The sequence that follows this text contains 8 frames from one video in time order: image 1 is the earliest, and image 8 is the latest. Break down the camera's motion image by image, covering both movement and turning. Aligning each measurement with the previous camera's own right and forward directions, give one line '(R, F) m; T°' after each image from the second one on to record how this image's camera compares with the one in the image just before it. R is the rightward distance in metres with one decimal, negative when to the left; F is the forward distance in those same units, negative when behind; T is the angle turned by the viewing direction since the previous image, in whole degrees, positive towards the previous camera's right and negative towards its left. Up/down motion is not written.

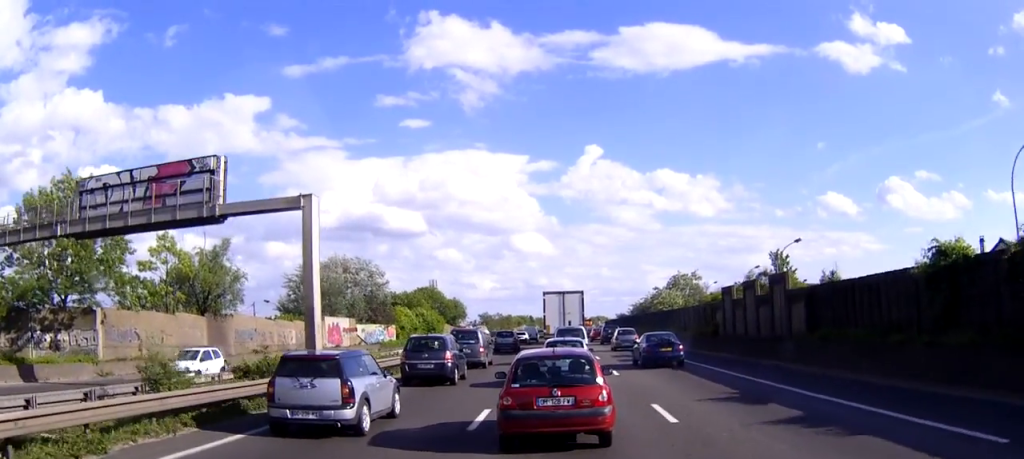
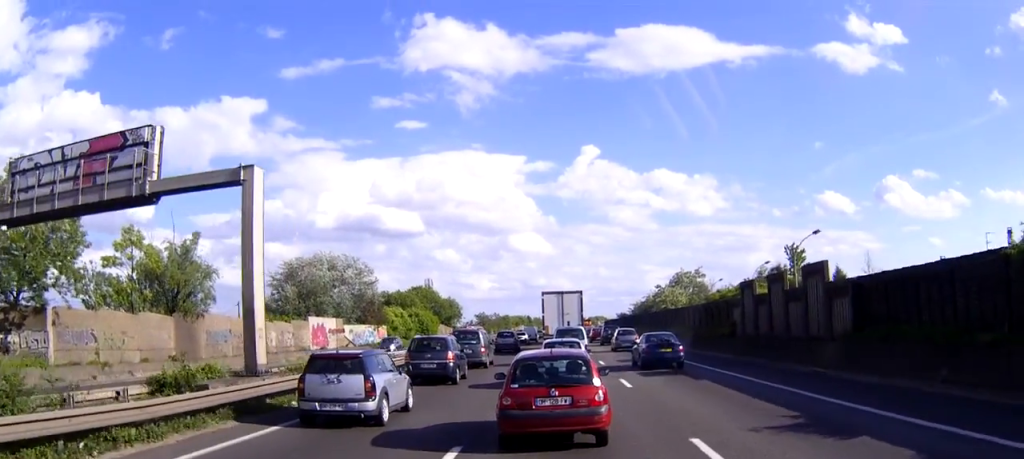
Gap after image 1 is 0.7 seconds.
(0.0, +4.7) m; -1°
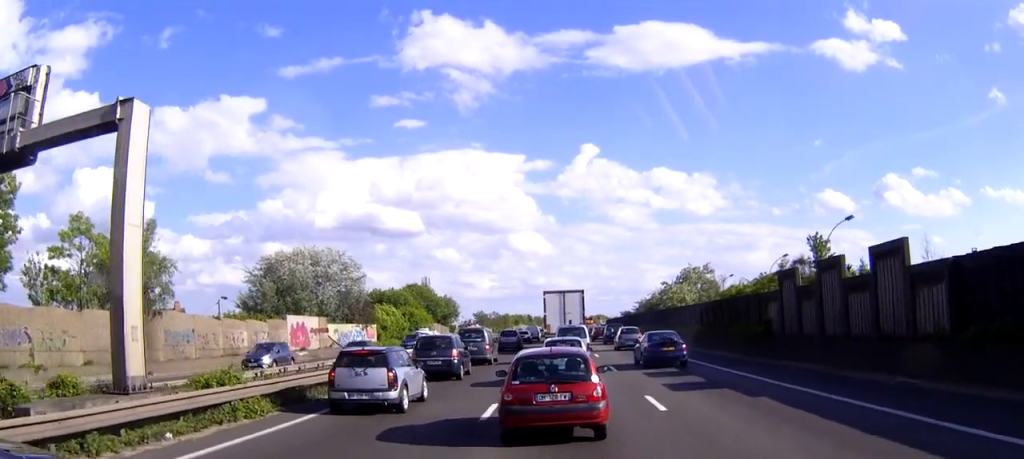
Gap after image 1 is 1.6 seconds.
(-0.1, +6.3) m; 0°
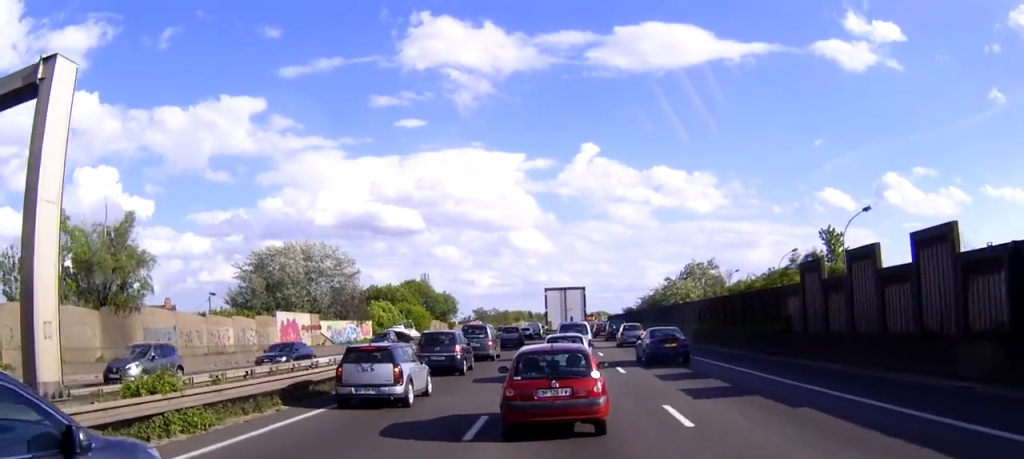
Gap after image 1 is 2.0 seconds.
(0.0, +2.8) m; 0°
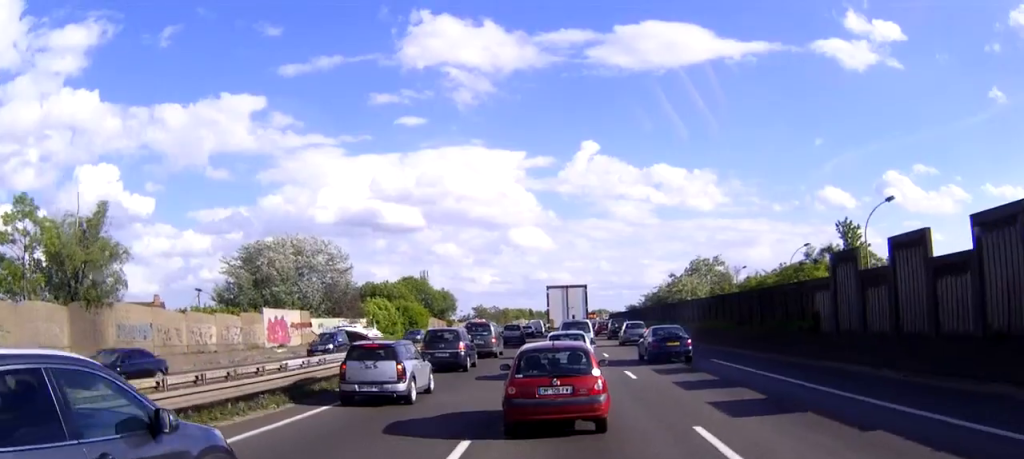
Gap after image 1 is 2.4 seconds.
(0.0, +3.3) m; +1°
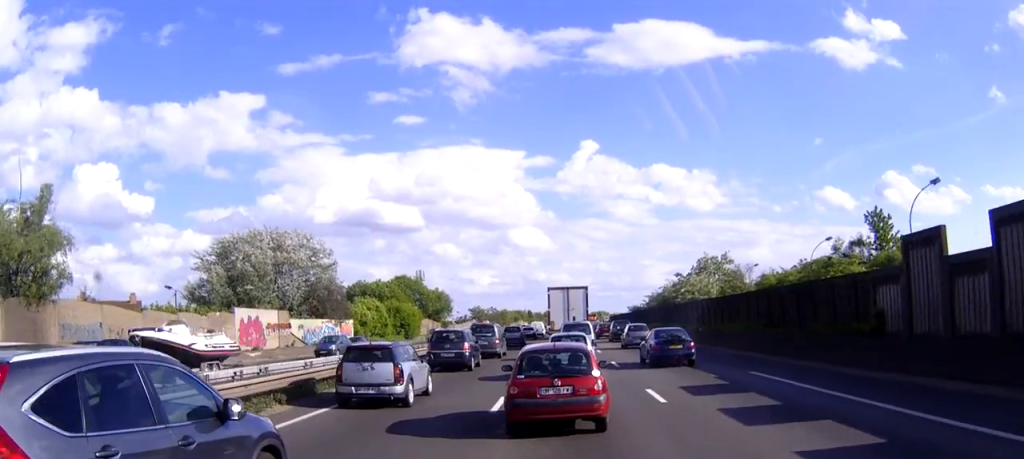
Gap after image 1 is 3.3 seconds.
(+0.1, +5.8) m; +1°
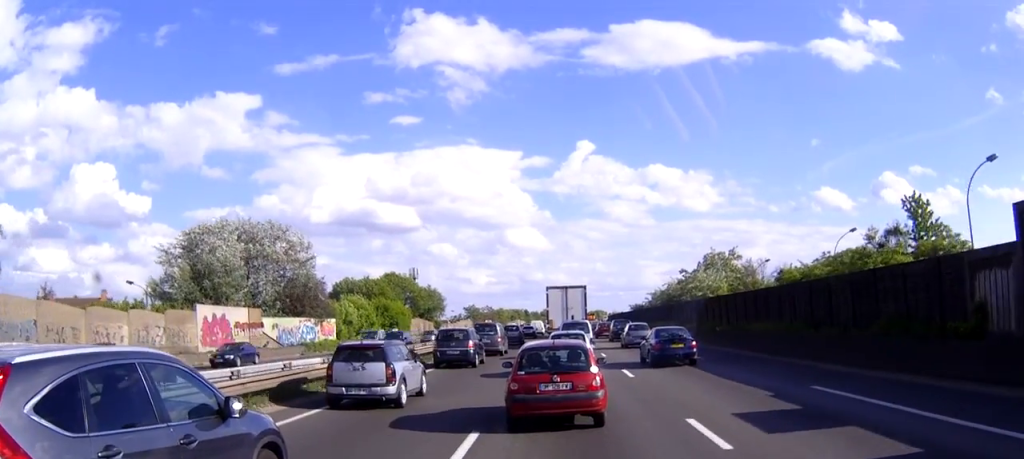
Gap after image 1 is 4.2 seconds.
(0.0, +6.1) m; 0°
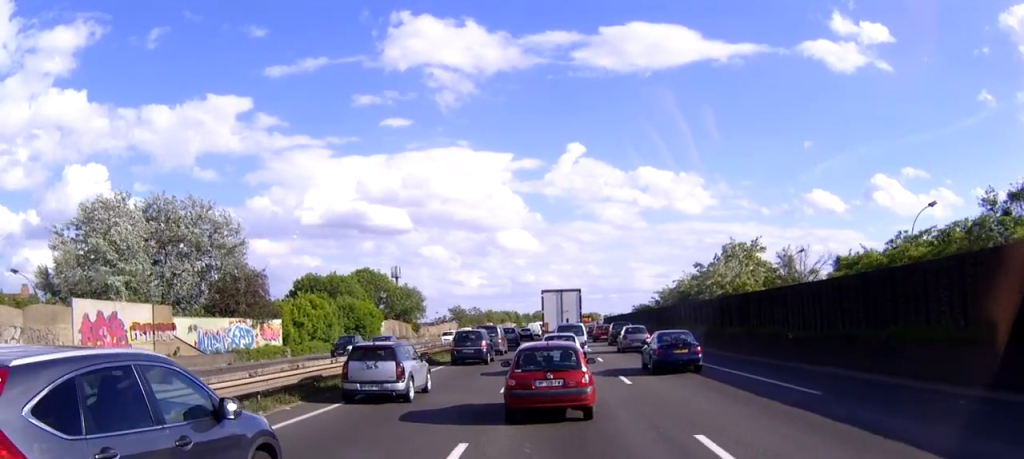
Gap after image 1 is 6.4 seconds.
(0.0, +14.0) m; 0°
